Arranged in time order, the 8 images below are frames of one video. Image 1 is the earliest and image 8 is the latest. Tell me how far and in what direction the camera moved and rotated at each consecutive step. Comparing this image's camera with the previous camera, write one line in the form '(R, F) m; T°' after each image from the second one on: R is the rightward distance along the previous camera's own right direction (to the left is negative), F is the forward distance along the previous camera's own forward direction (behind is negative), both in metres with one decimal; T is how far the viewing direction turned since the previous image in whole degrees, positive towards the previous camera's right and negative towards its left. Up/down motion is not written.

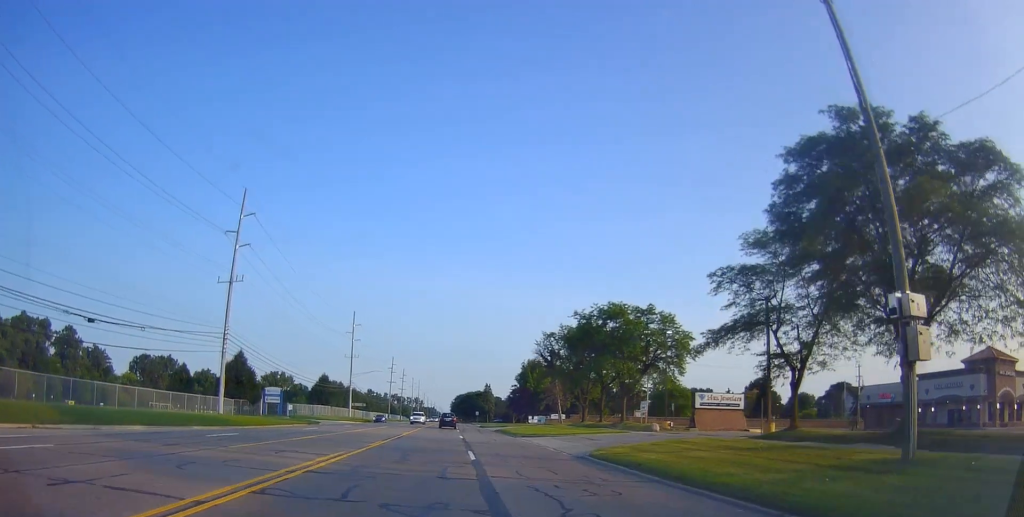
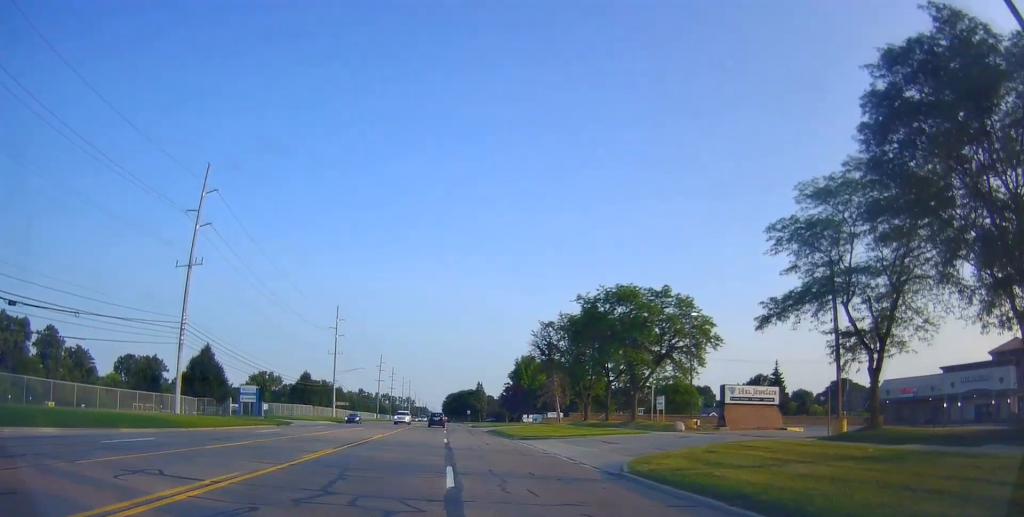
(0.0, +6.7) m; 0°
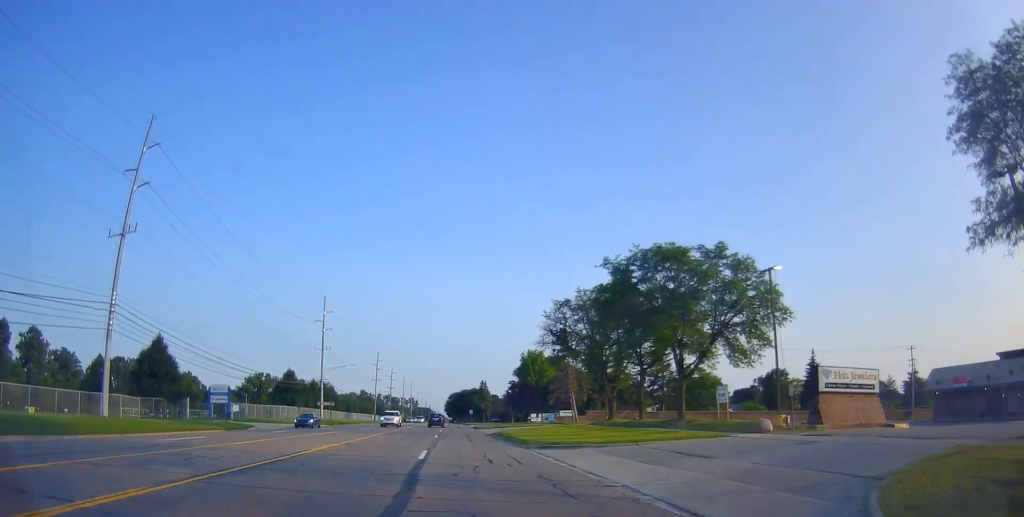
(+0.1, +10.3) m; +1°
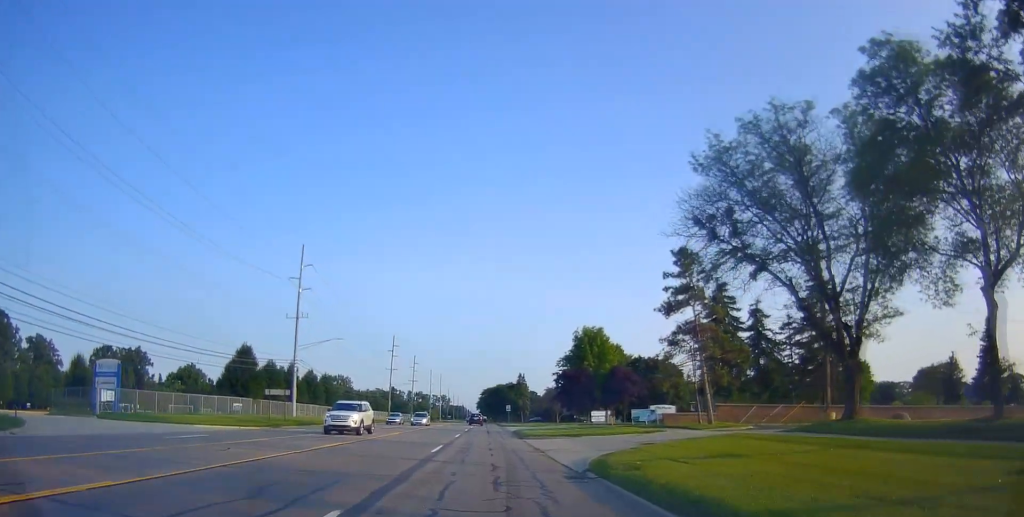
(-0.3, +29.7) m; -2°
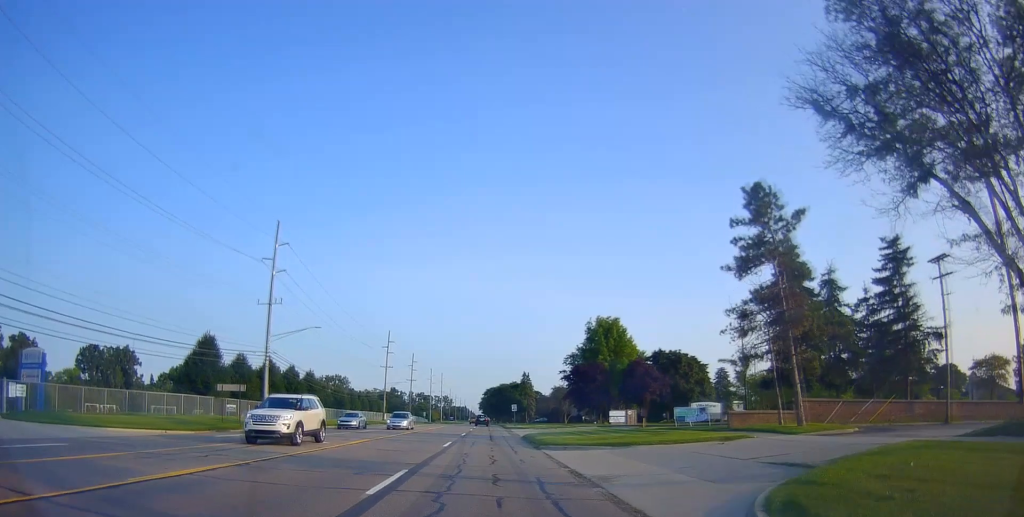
(-0.1, +10.1) m; -1°
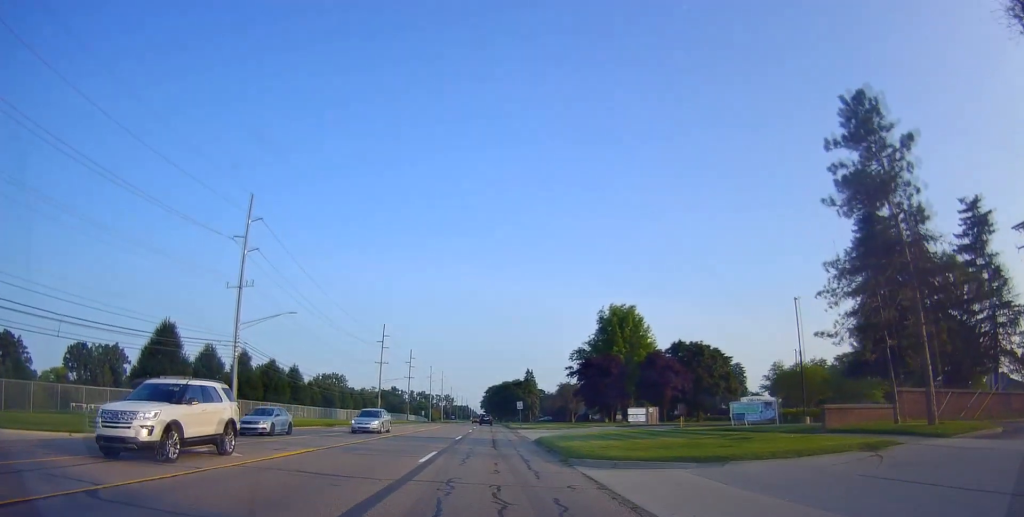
(-0.1, +9.3) m; 0°
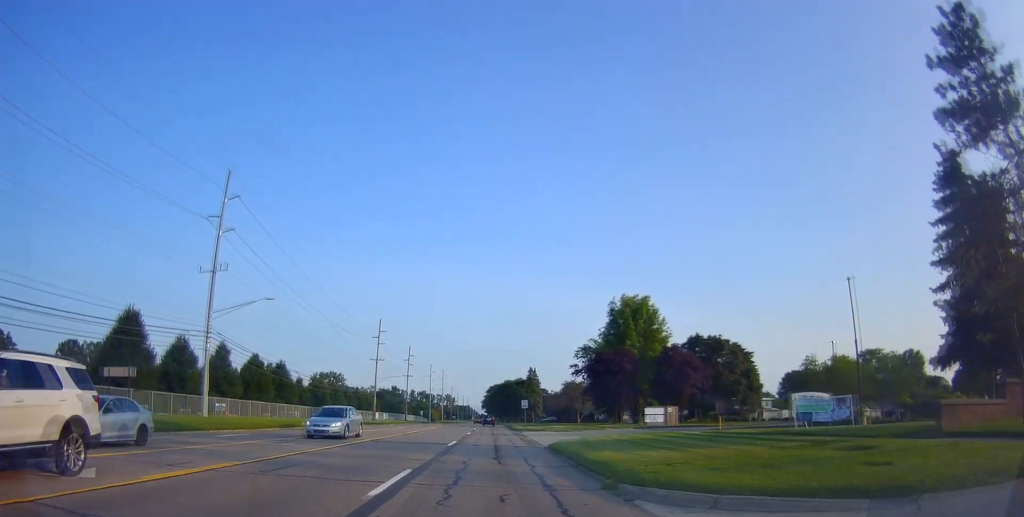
(0.0, +6.5) m; 0°
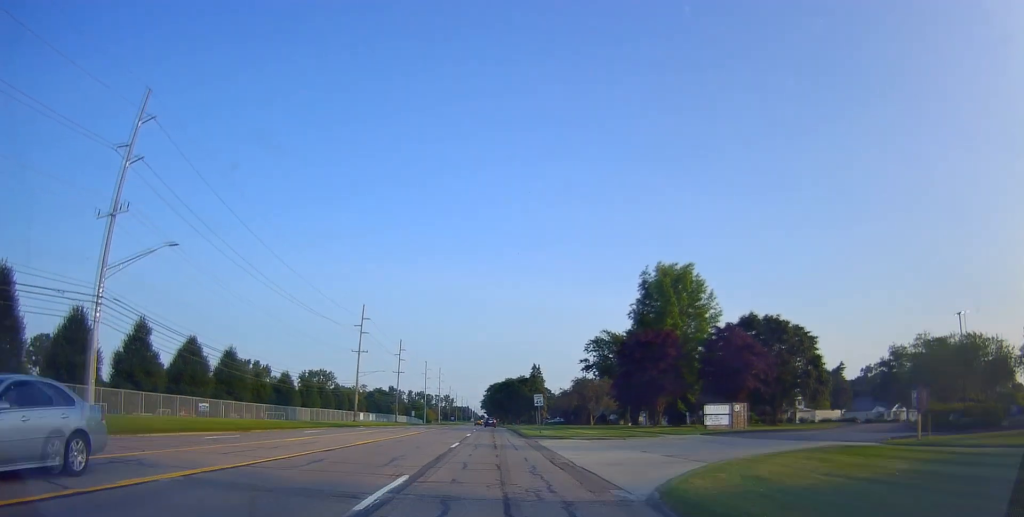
(0.0, +15.1) m; -1°
